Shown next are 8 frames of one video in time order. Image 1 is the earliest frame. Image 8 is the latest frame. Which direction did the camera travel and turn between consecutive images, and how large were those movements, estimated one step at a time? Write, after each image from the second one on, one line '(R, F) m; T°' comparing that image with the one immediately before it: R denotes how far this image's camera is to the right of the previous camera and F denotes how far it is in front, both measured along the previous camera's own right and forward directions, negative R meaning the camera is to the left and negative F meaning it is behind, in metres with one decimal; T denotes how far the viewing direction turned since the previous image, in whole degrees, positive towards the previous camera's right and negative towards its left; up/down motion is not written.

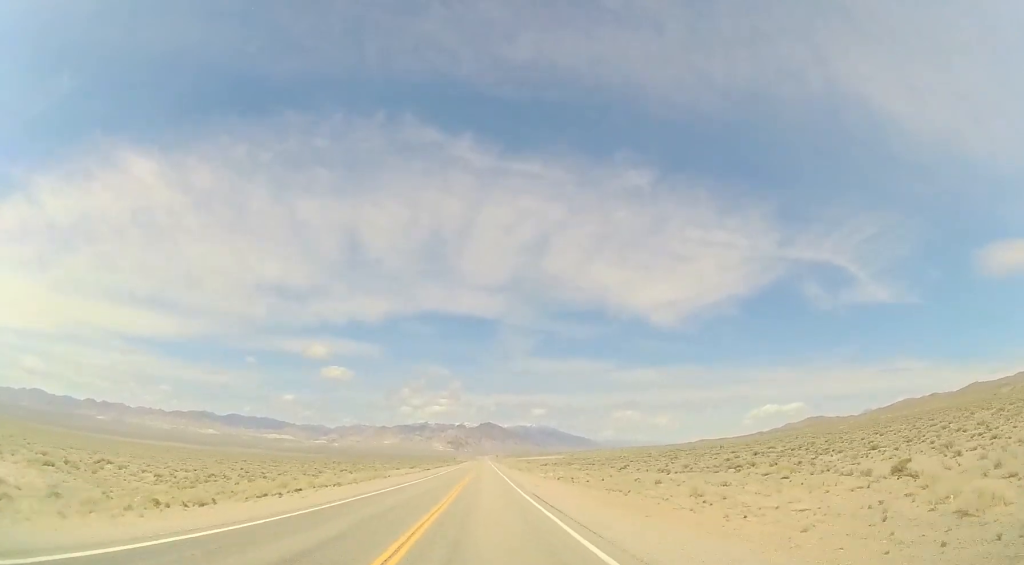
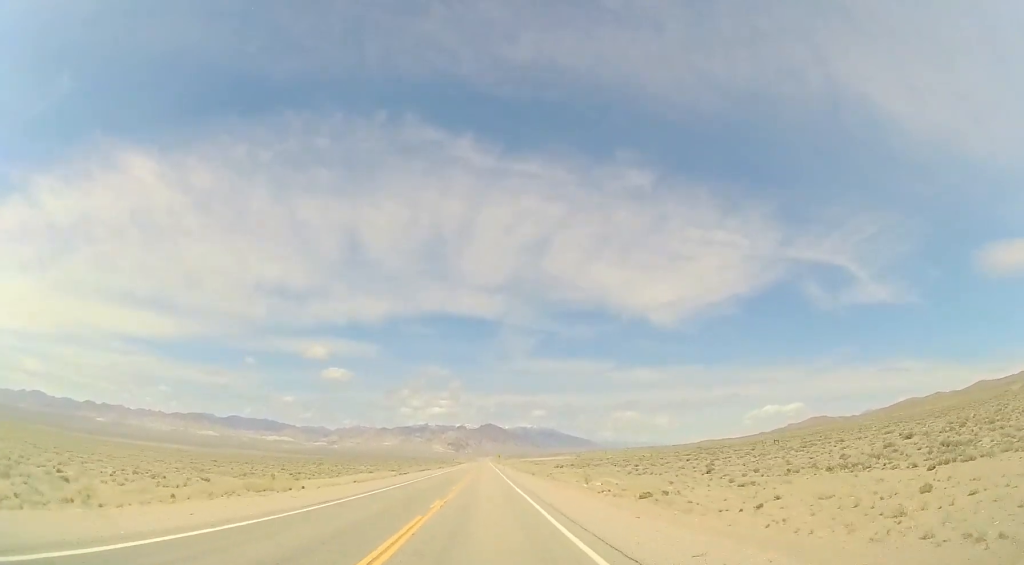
(0.0, +29.2) m; +1°
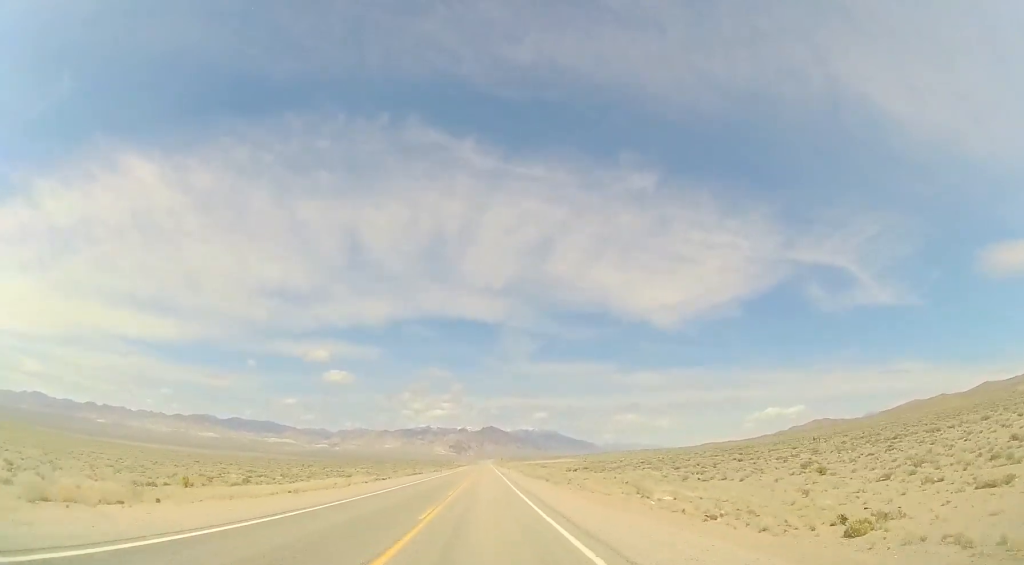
(+0.2, +15.7) m; 0°
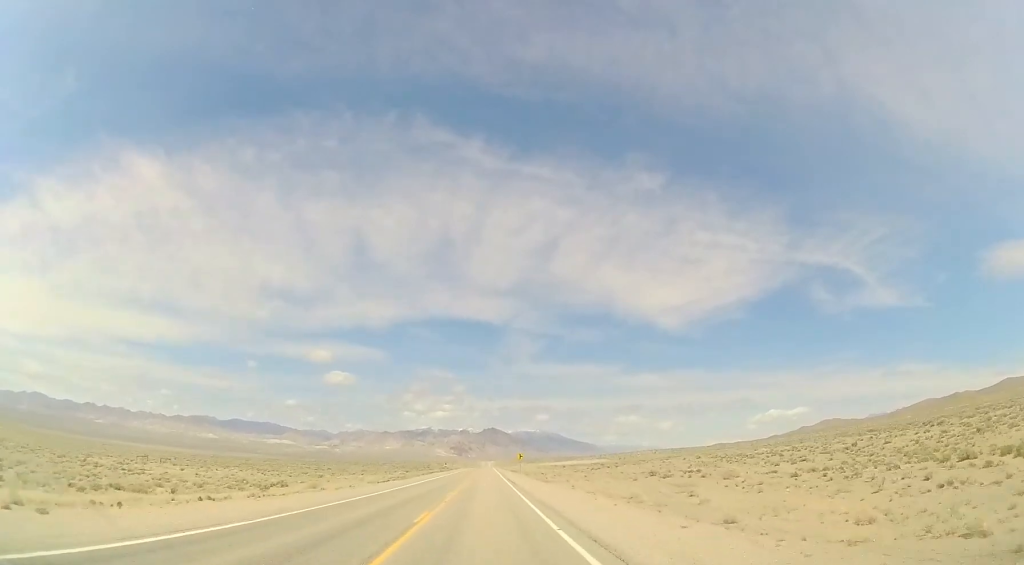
(-0.4, +98.3) m; -1°
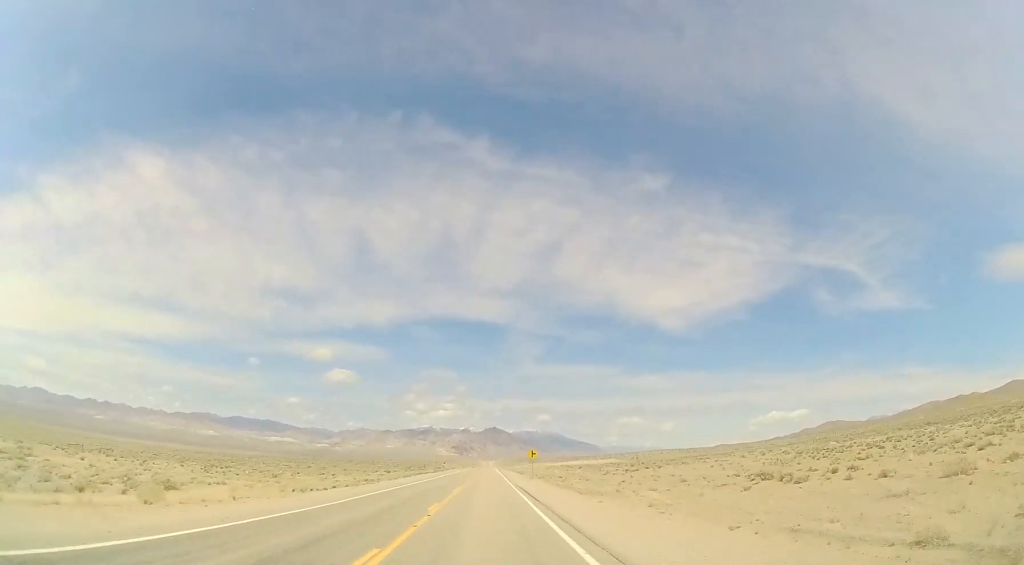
(+0.1, +20.6) m; 0°
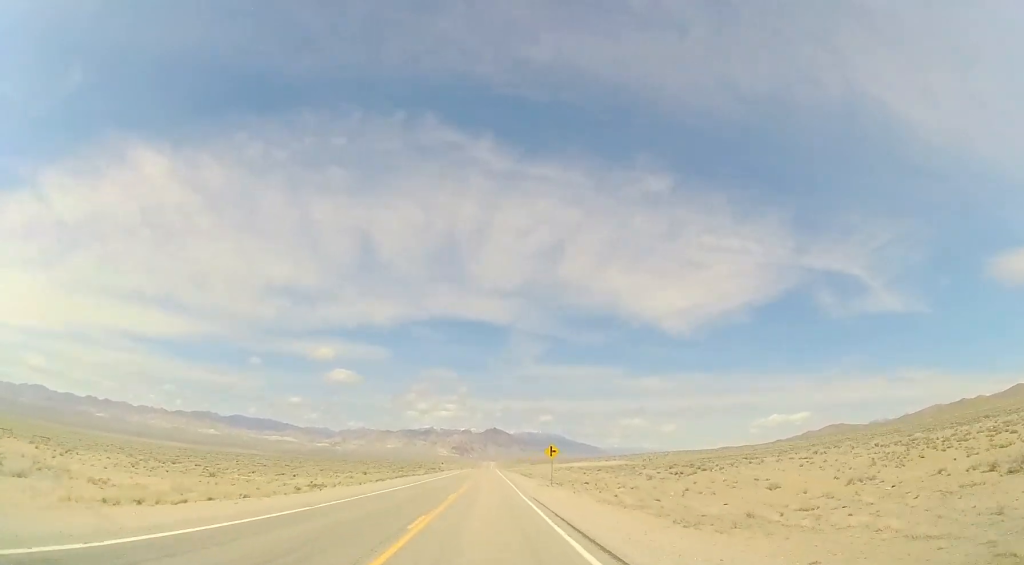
(+0.2, +17.5) m; 0°
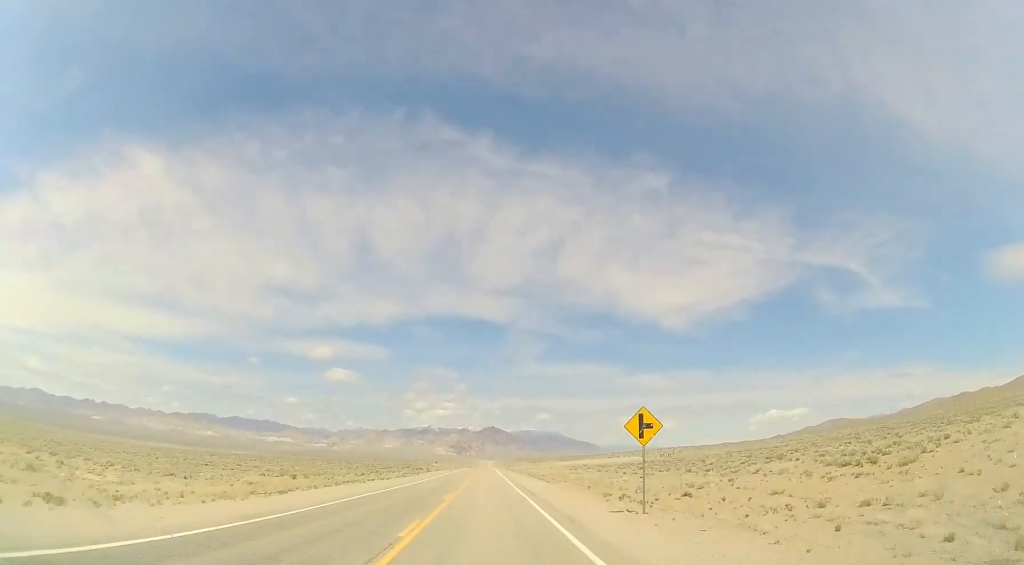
(-0.3, +25.8) m; 0°
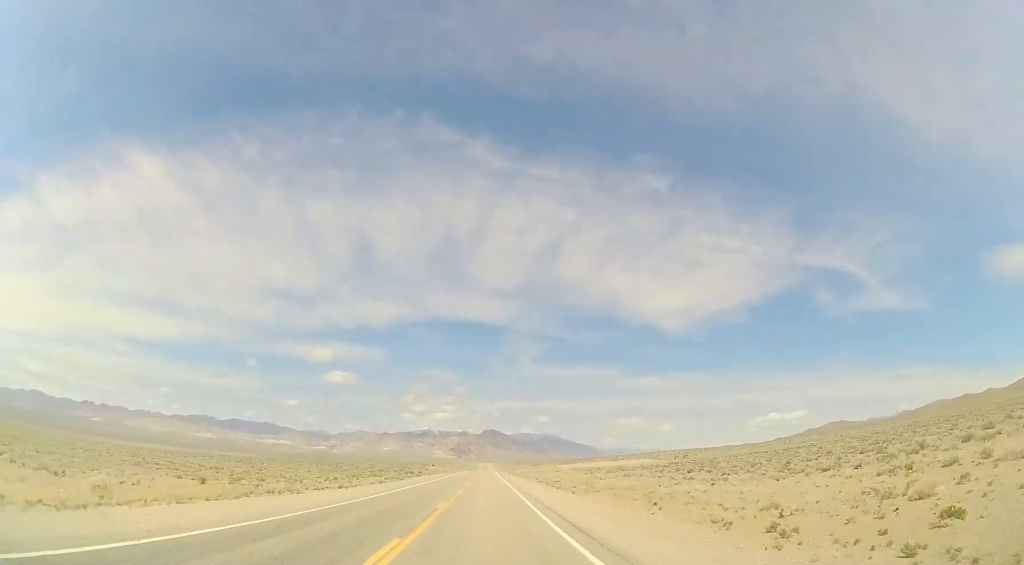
(+0.1, +15.5) m; 0°
